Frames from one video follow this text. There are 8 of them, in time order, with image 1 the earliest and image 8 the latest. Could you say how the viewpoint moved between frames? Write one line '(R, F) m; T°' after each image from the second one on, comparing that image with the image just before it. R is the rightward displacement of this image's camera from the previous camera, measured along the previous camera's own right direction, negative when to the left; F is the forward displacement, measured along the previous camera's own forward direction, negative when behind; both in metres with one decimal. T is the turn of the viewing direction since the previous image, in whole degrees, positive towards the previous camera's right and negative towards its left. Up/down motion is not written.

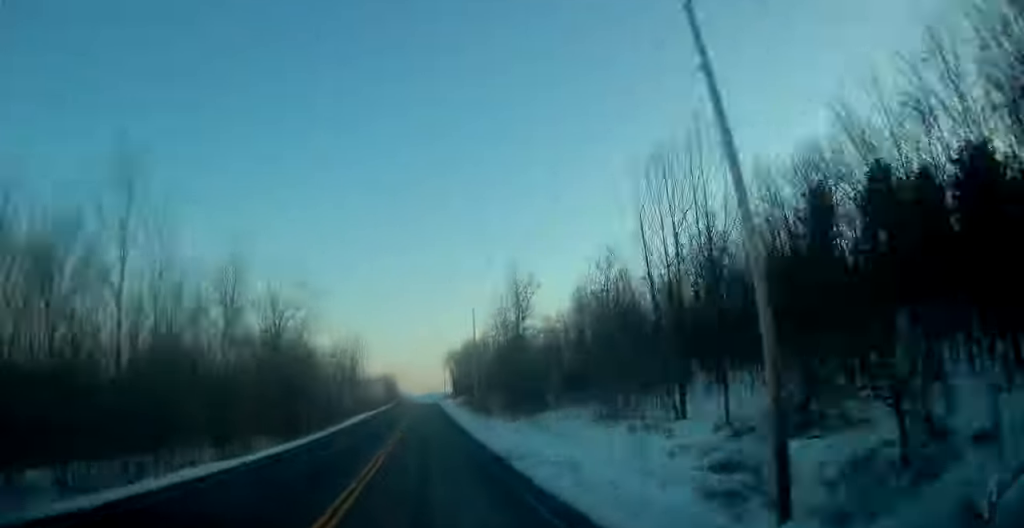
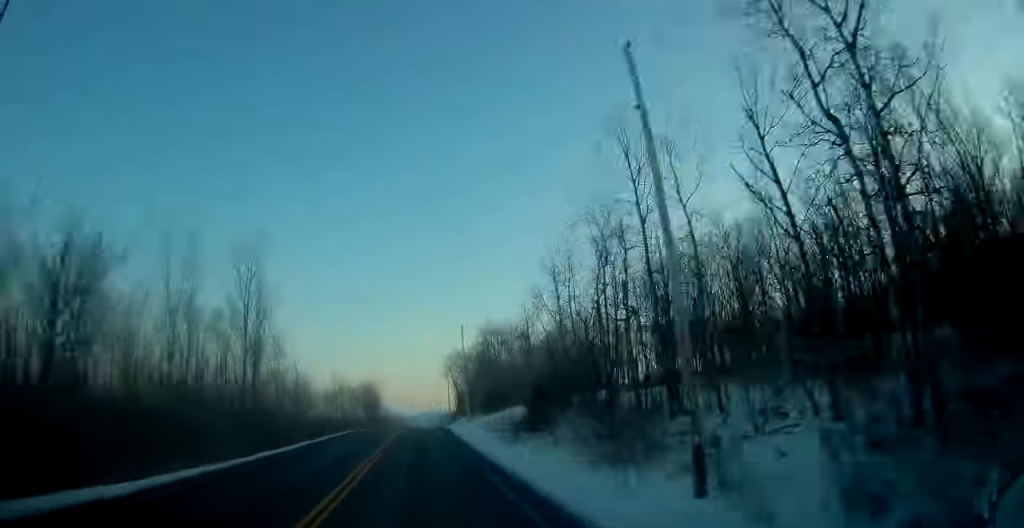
(-0.2, +55.7) m; 0°
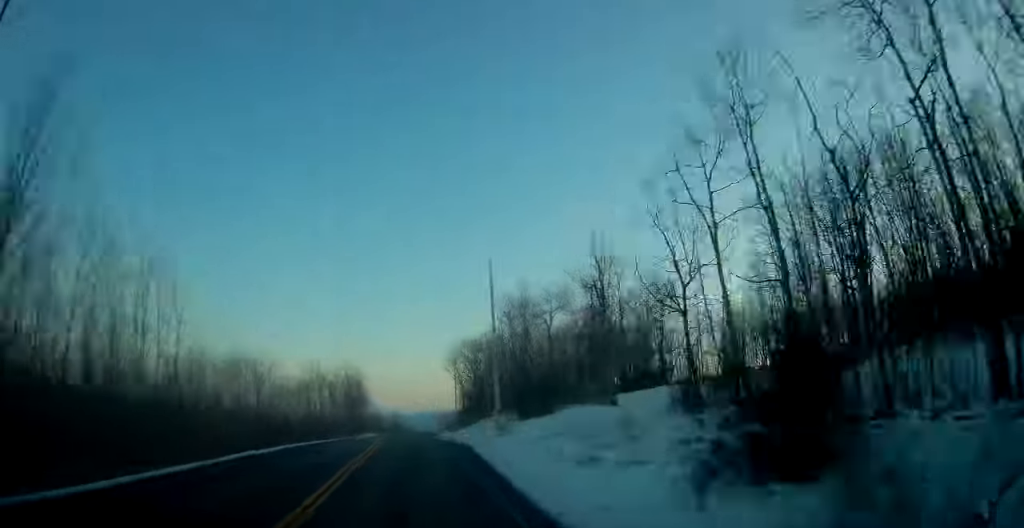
(-0.1, +29.7) m; 0°
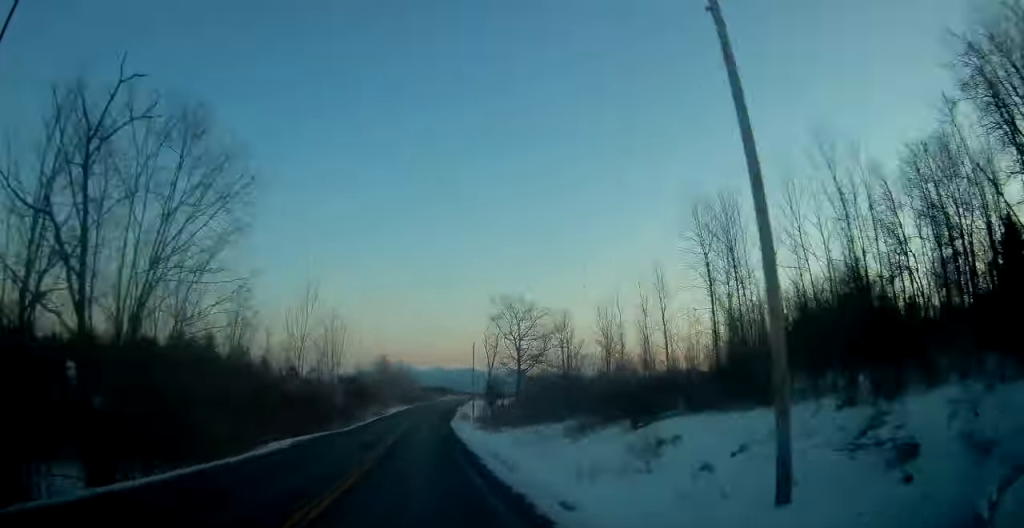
(+2.0, +200.2) m; +1°
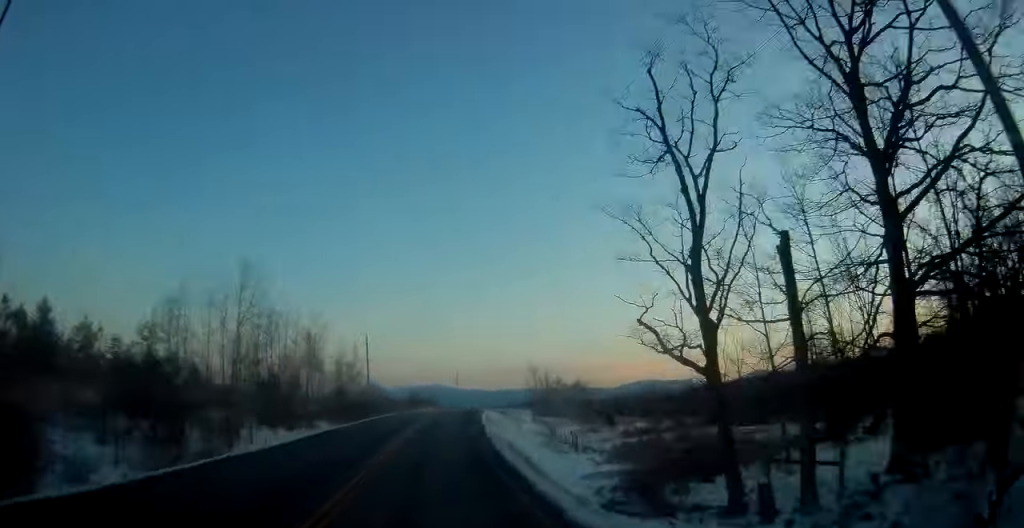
(+0.6, +69.5) m; +4°
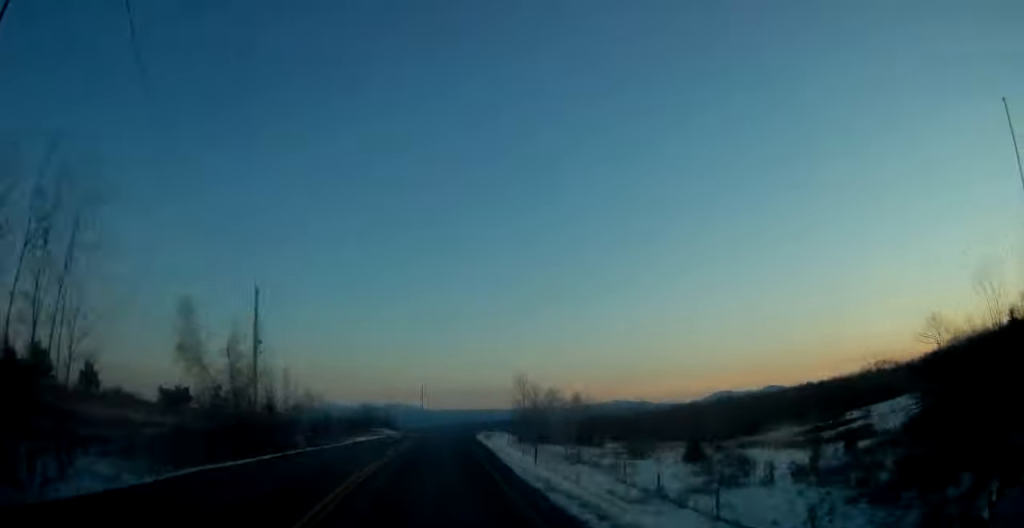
(+1.4, +33.9) m; +3°
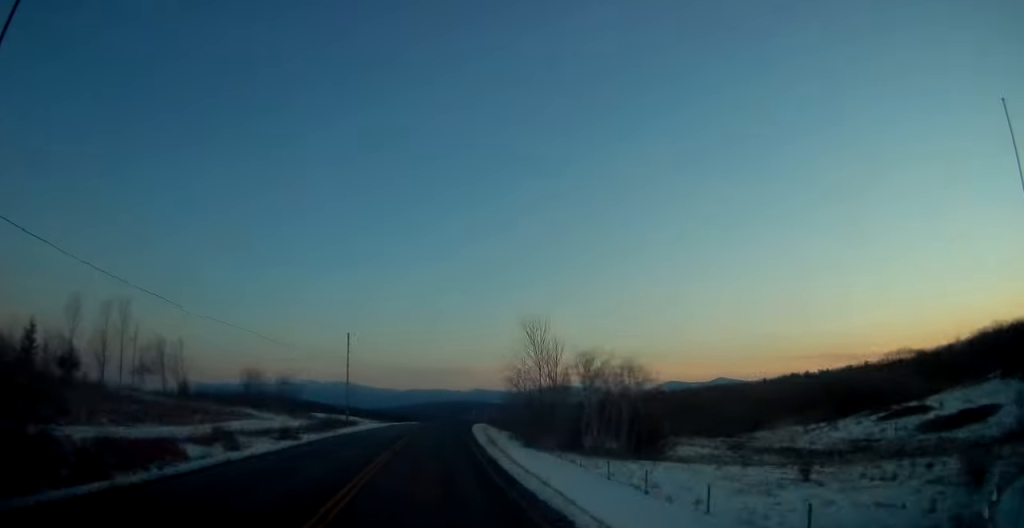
(+2.6, +54.1) m; +5°
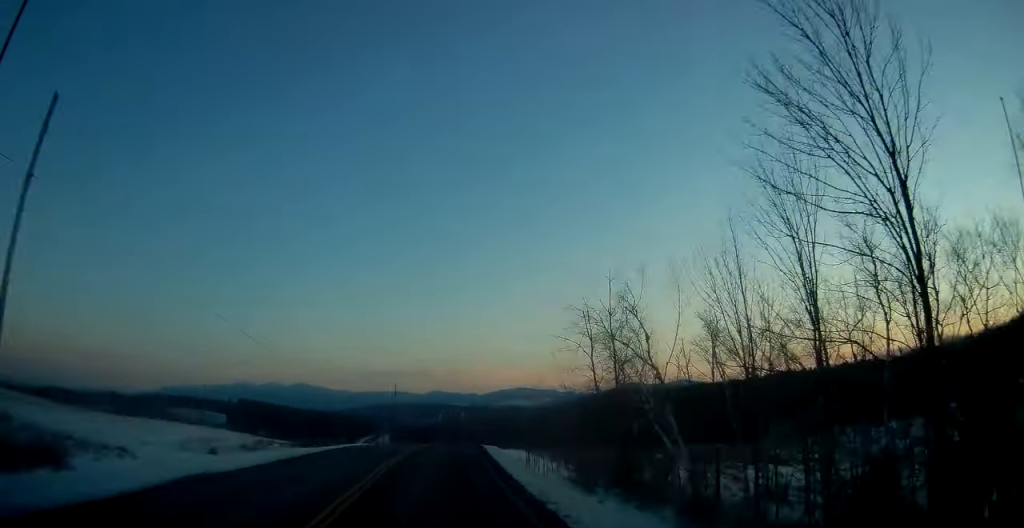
(+1.9, +52.0) m; +4°
